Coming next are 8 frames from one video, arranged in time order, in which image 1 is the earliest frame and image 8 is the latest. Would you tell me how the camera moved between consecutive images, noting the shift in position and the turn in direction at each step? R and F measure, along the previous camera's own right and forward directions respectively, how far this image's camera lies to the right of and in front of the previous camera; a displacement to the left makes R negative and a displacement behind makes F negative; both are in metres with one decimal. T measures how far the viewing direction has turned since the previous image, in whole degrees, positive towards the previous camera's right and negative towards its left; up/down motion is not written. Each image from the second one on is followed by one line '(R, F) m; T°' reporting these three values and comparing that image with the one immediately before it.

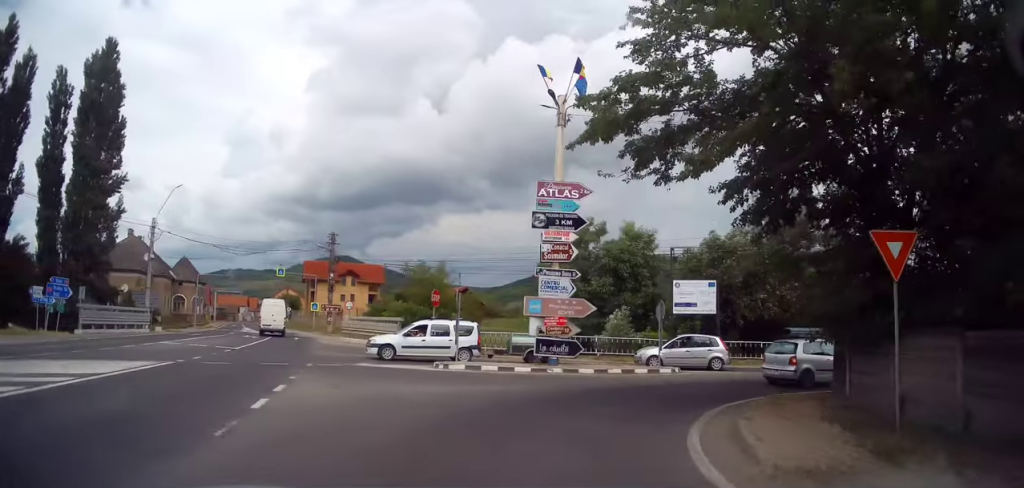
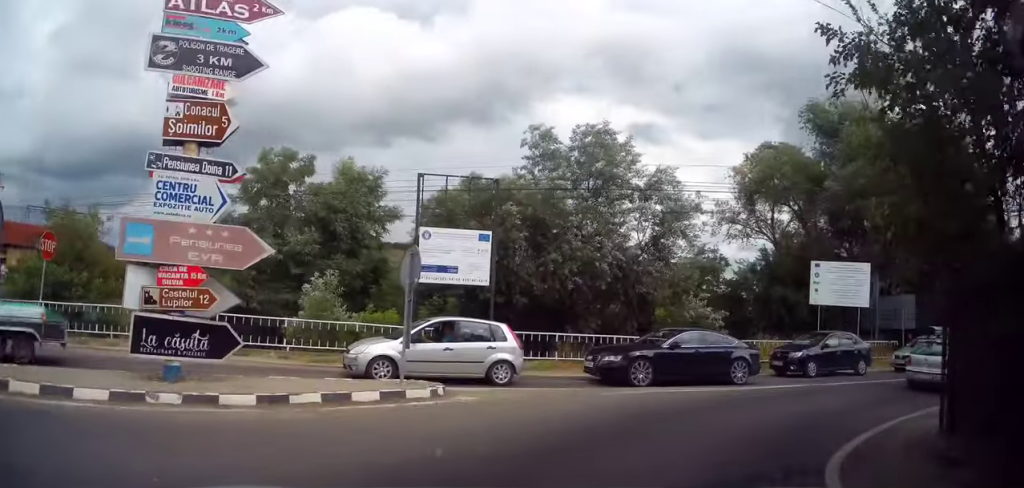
(+2.2, +10.5) m; +29°
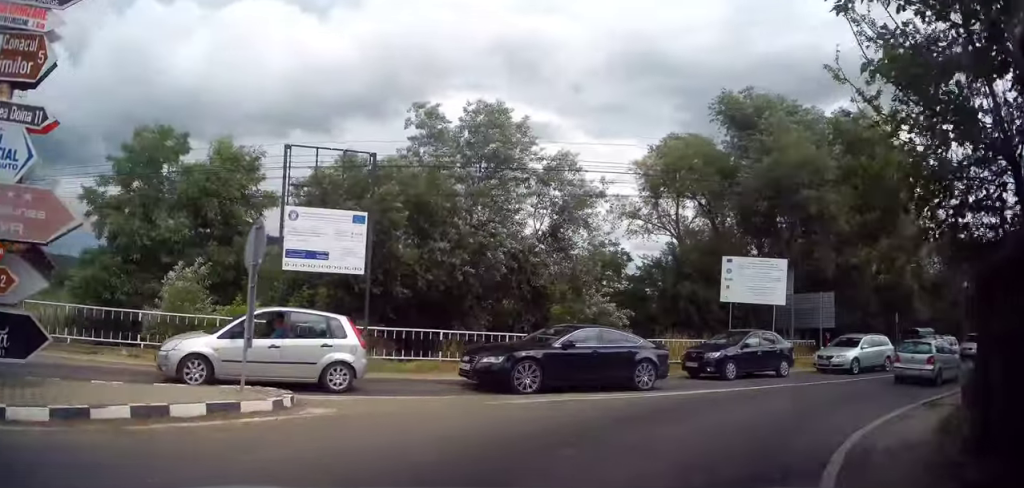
(+0.3, +2.6) m; +12°
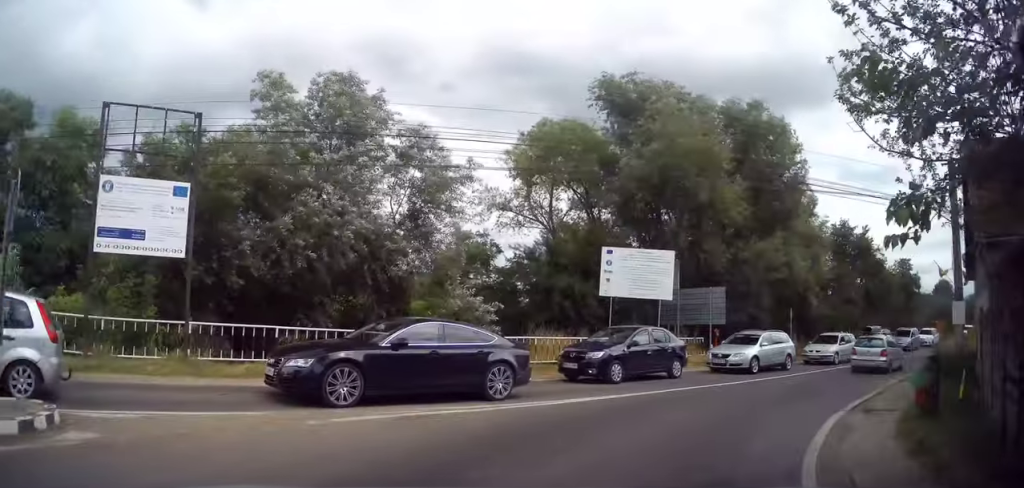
(+0.5, +2.9) m; +15°
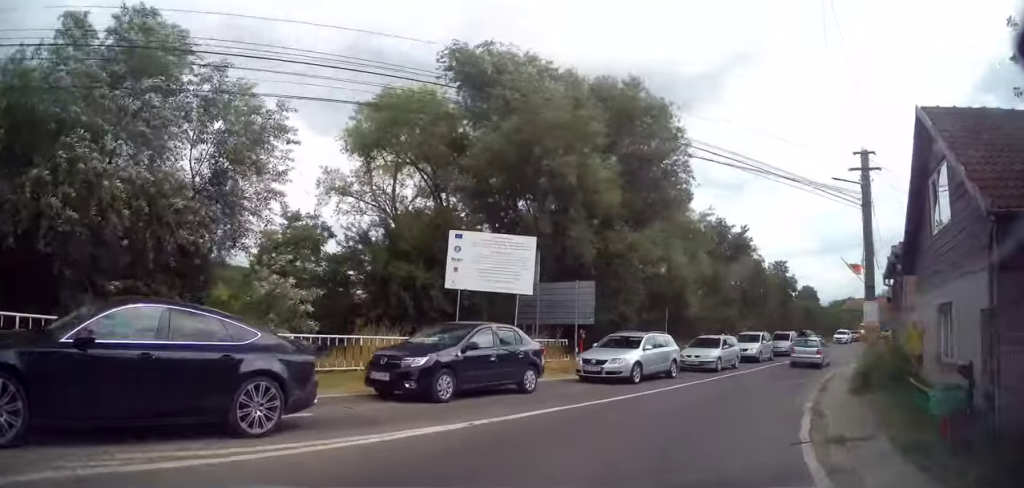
(+0.7, +3.8) m; +26°
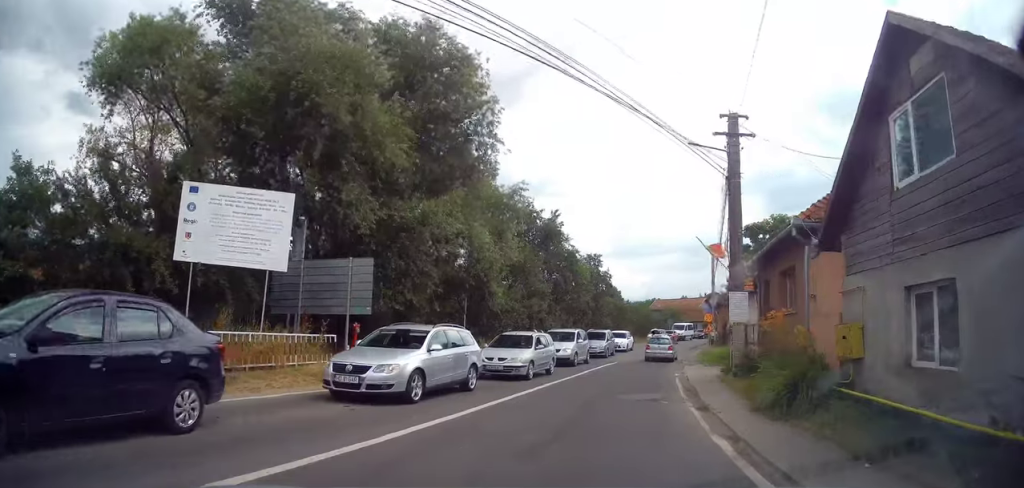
(+1.1, +4.9) m; +15°
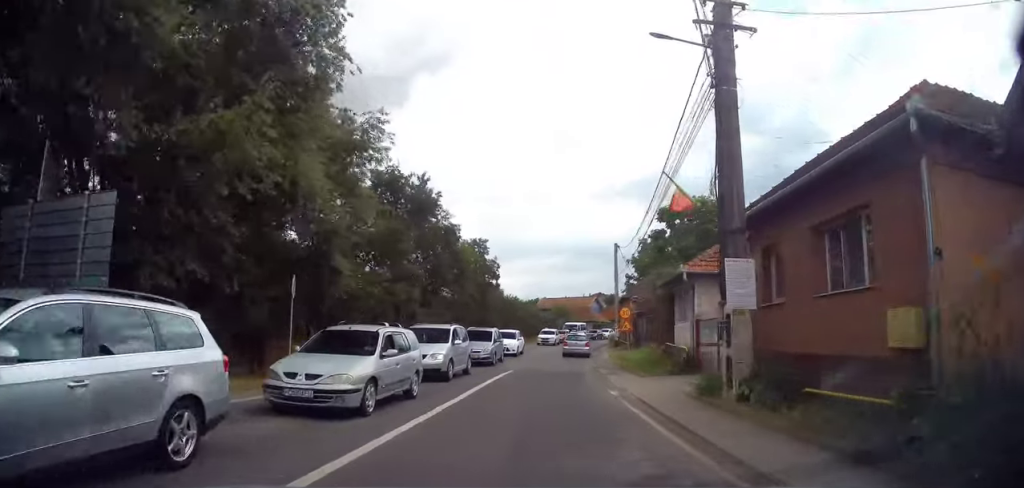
(+0.3, +6.6) m; +7°
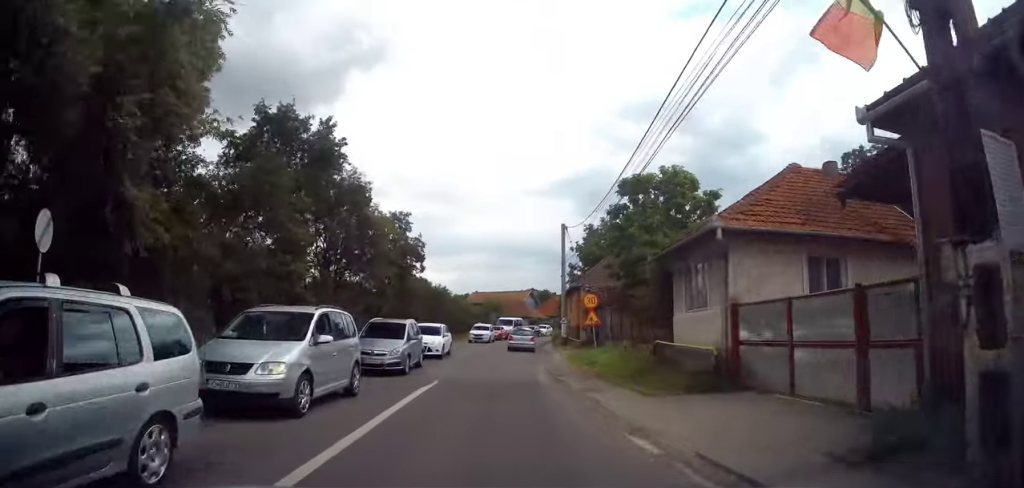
(+0.3, +6.0) m; +5°
